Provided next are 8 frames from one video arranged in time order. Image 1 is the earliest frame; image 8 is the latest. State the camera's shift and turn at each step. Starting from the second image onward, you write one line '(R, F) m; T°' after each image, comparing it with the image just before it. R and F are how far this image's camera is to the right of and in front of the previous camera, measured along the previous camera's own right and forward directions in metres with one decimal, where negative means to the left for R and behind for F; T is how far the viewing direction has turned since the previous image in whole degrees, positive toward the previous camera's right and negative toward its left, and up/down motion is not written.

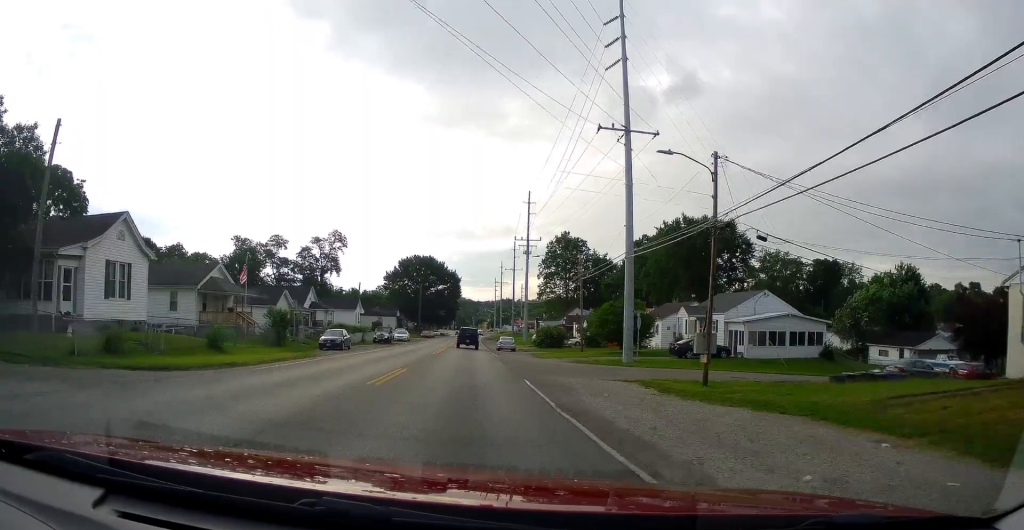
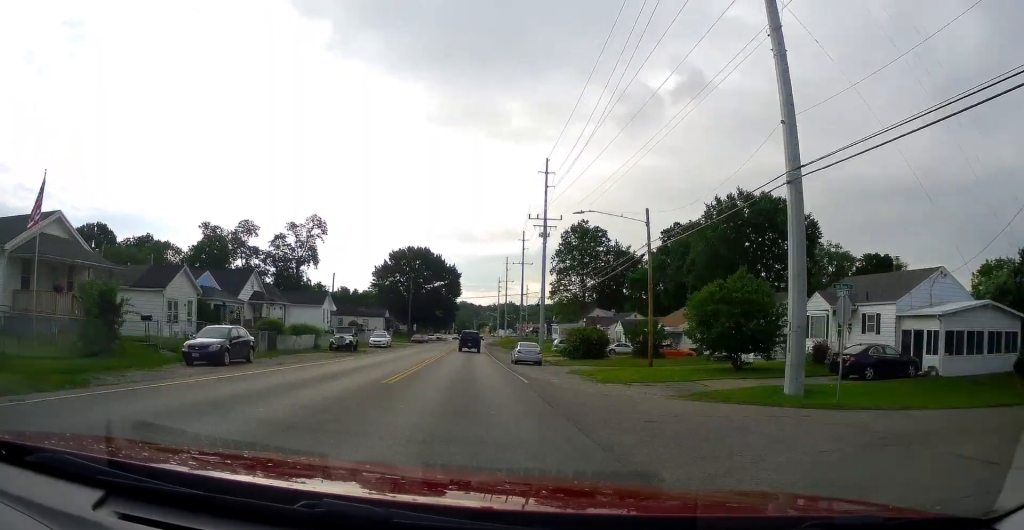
(0.0, +19.8) m; 0°
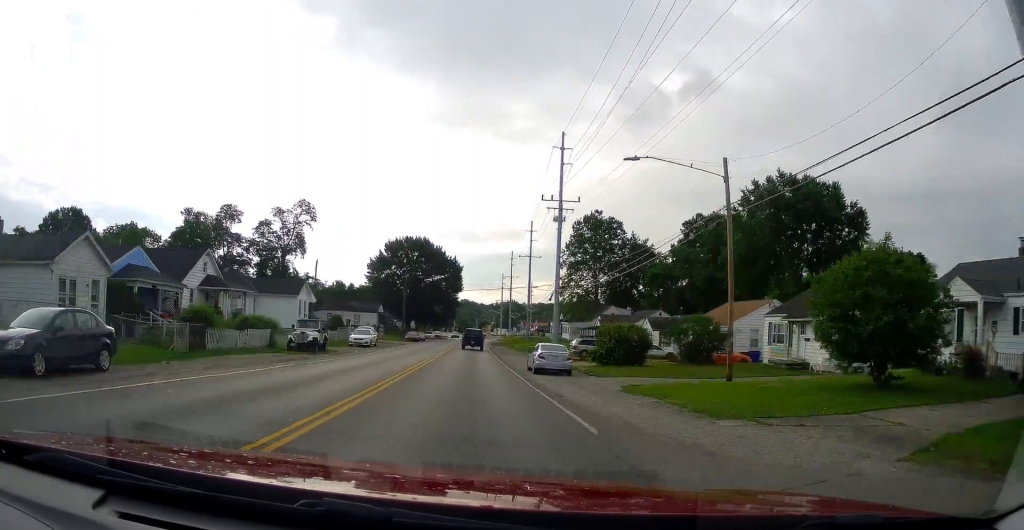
(0.0, +10.6) m; 0°
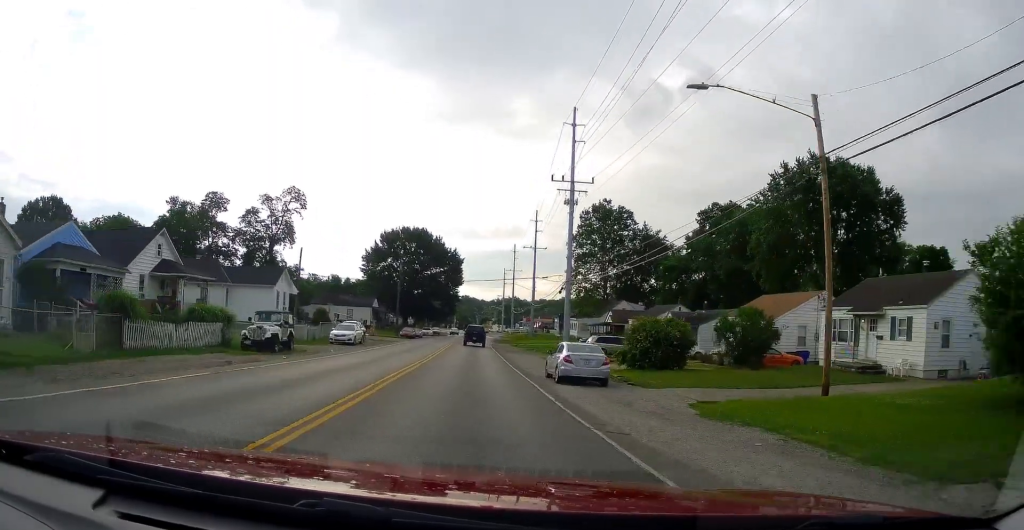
(0.0, +7.1) m; +1°
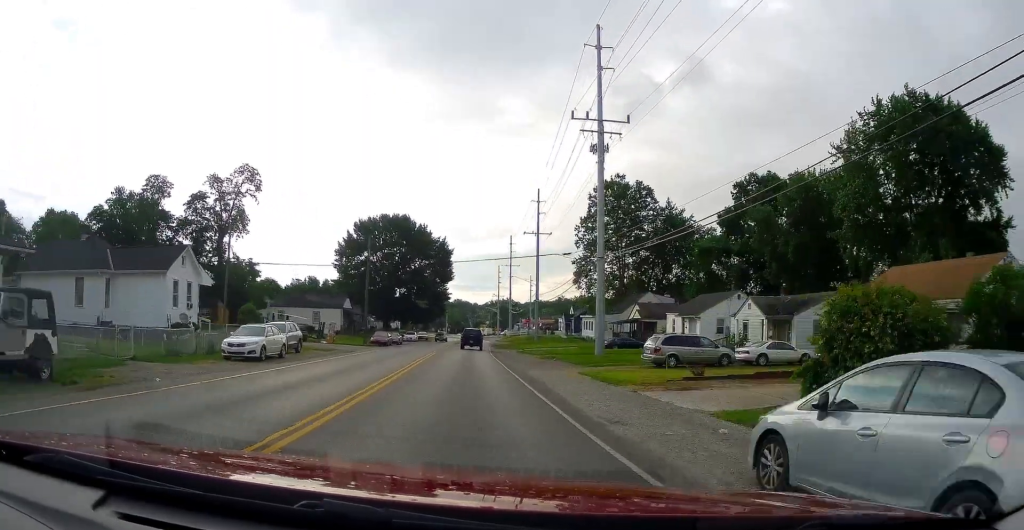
(+0.3, +17.6) m; +1°
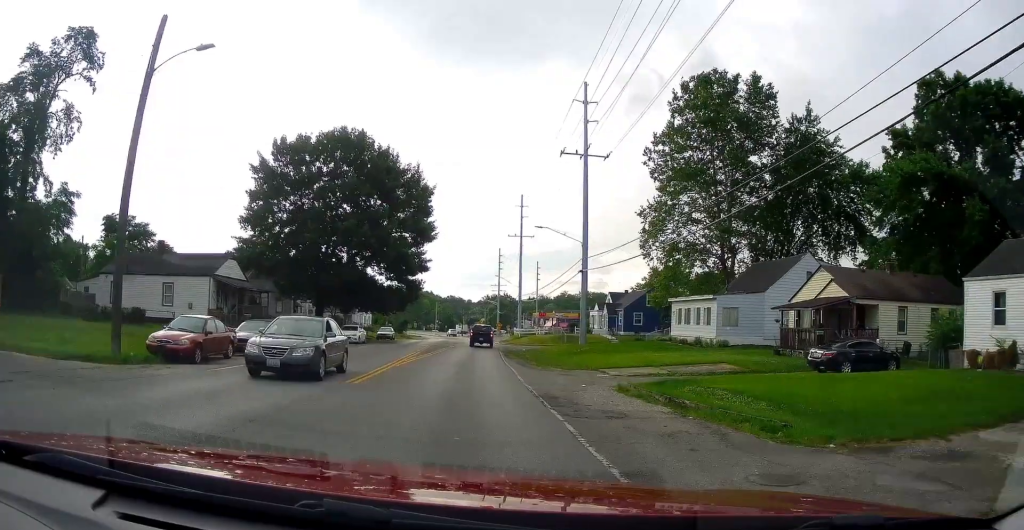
(+0.1, +40.8) m; 0°
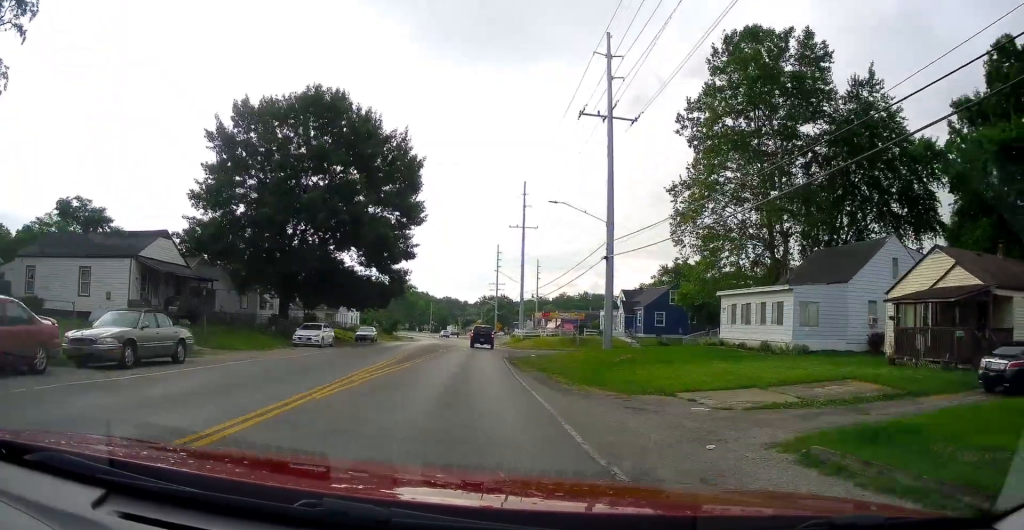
(-0.1, +10.3) m; 0°
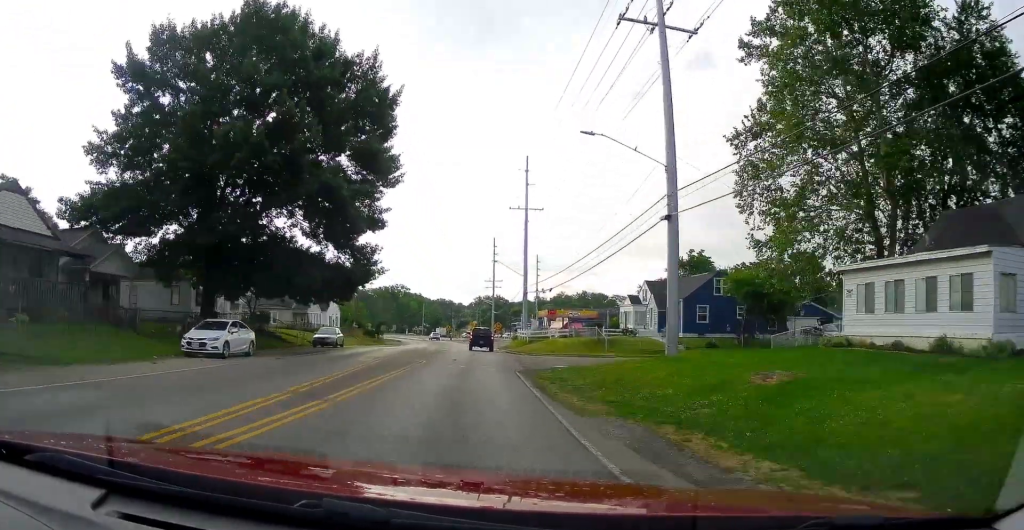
(-0.3, +13.8) m; 0°
